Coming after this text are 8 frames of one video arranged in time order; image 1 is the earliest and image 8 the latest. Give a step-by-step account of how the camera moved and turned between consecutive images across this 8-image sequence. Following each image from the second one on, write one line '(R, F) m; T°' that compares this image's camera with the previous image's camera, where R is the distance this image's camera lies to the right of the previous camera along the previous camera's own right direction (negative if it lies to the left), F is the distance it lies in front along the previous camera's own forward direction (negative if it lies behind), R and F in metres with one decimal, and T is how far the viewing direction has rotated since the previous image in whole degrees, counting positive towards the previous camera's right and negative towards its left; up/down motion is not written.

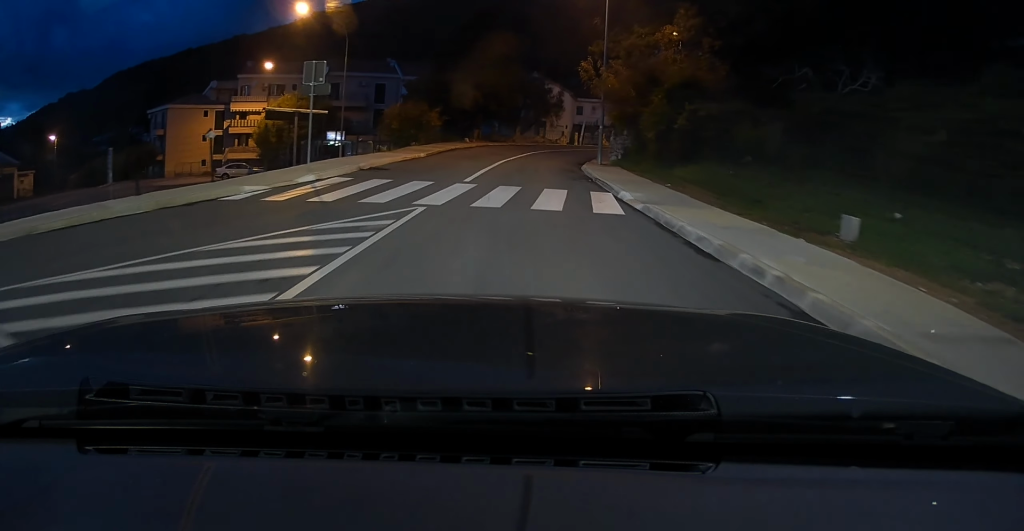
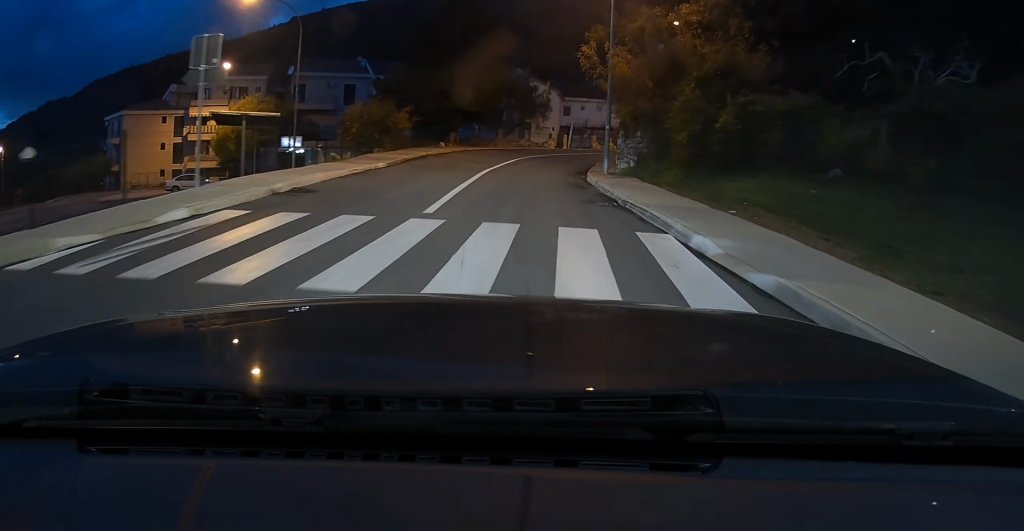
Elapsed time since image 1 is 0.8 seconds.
(0.0, +5.9) m; -1°
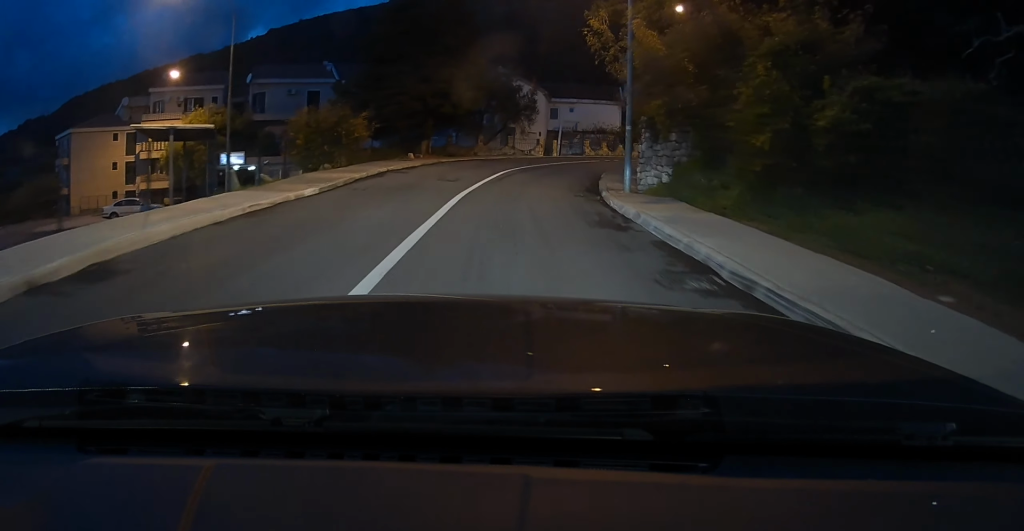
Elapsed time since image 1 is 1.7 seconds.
(-0.1, +6.5) m; +1°
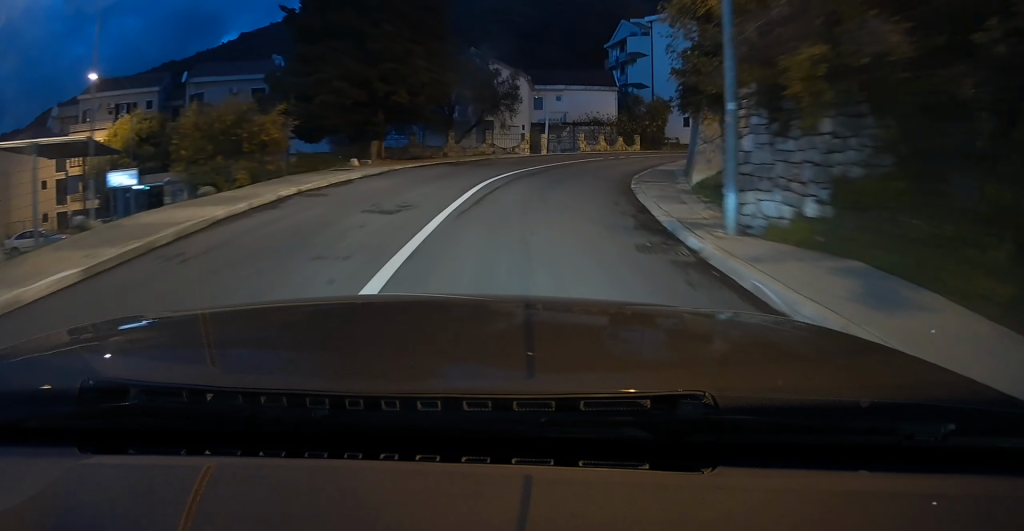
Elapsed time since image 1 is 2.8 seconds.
(+0.2, +8.7) m; +4°
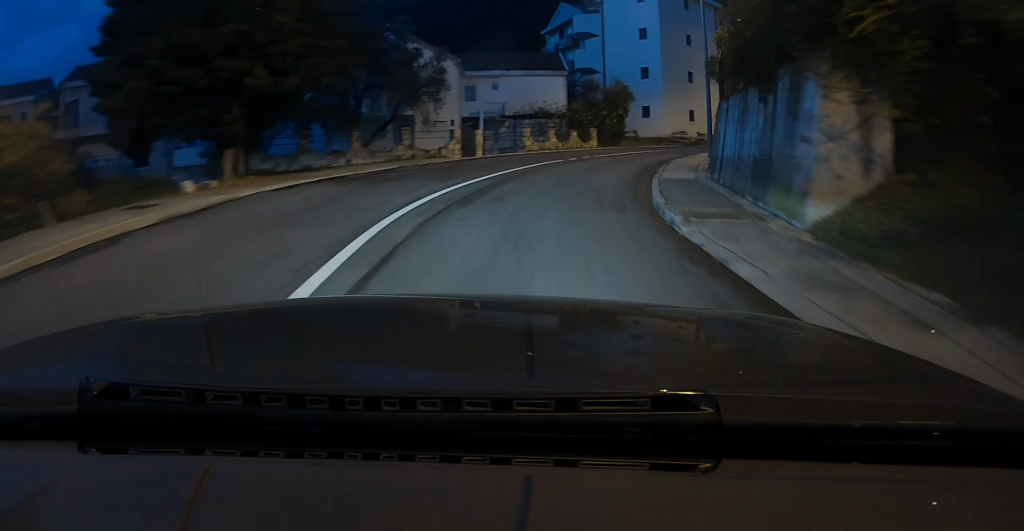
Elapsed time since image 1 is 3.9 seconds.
(+0.4, +9.0) m; +5°
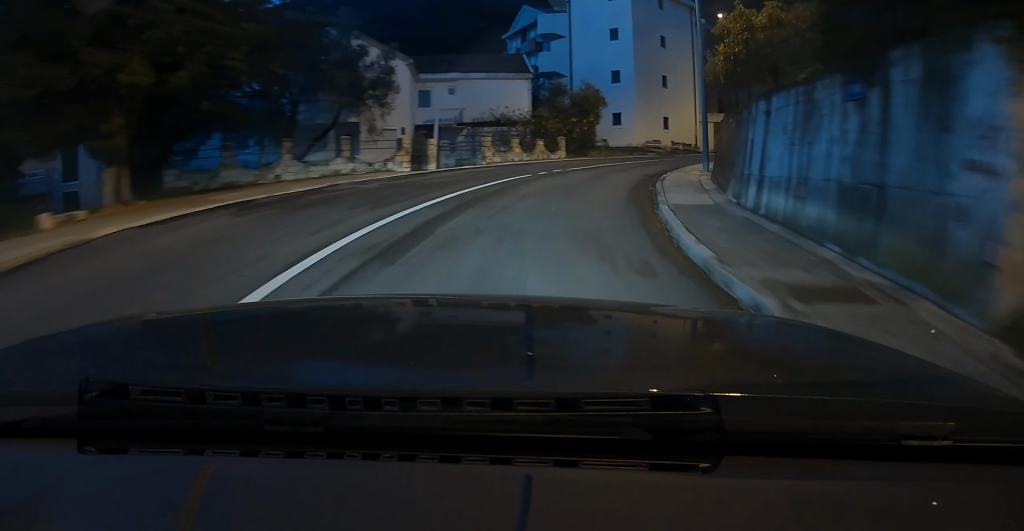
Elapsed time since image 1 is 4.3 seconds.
(+0.1, +4.0) m; +2°
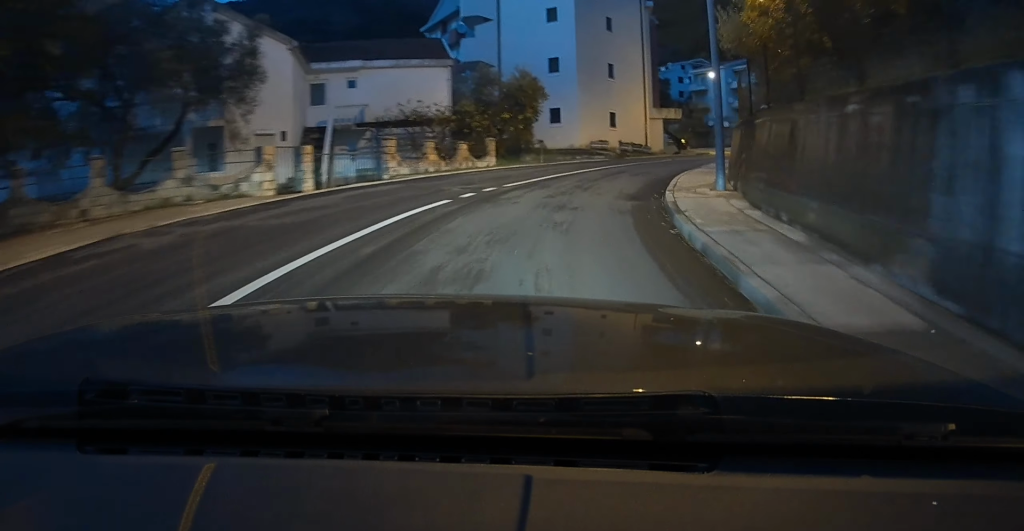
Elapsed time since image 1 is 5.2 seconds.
(+0.2, +7.4) m; +5°
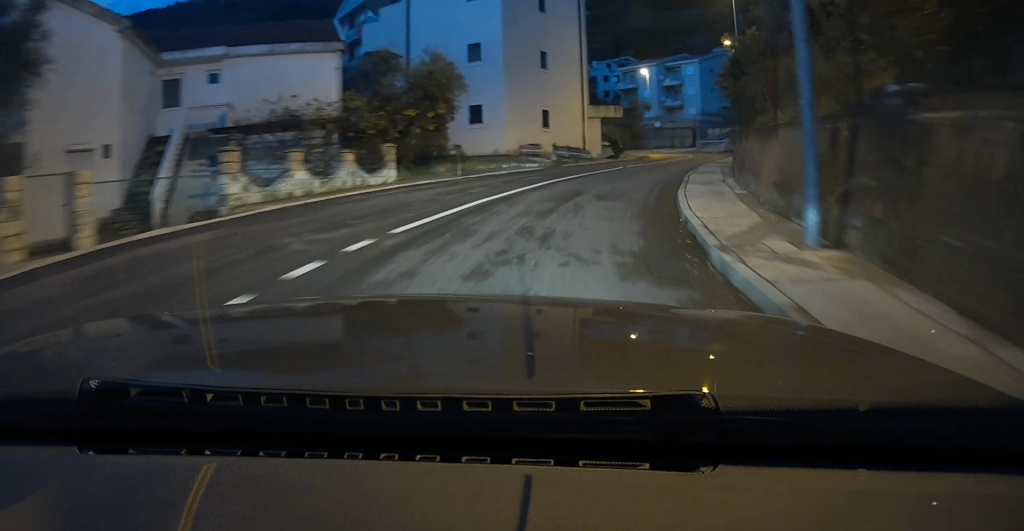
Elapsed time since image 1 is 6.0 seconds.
(+0.3, +6.7) m; +8°
